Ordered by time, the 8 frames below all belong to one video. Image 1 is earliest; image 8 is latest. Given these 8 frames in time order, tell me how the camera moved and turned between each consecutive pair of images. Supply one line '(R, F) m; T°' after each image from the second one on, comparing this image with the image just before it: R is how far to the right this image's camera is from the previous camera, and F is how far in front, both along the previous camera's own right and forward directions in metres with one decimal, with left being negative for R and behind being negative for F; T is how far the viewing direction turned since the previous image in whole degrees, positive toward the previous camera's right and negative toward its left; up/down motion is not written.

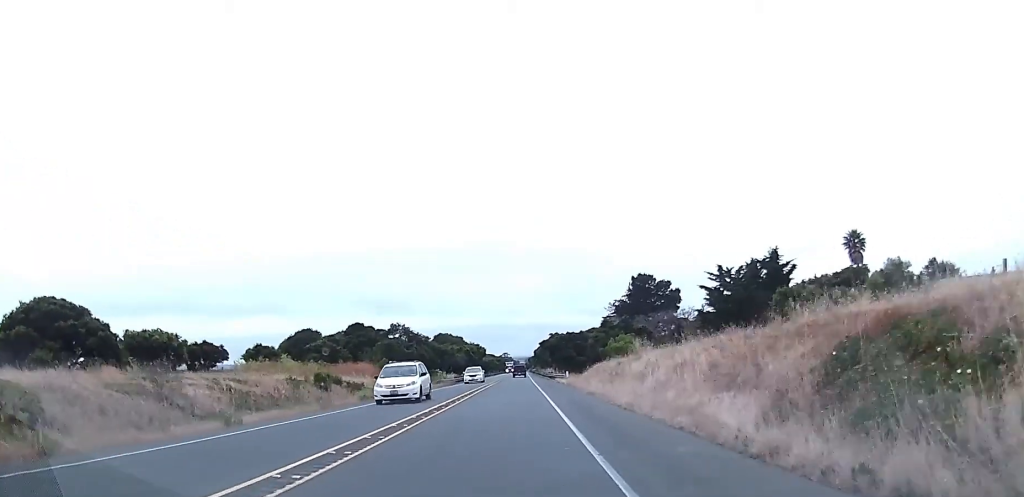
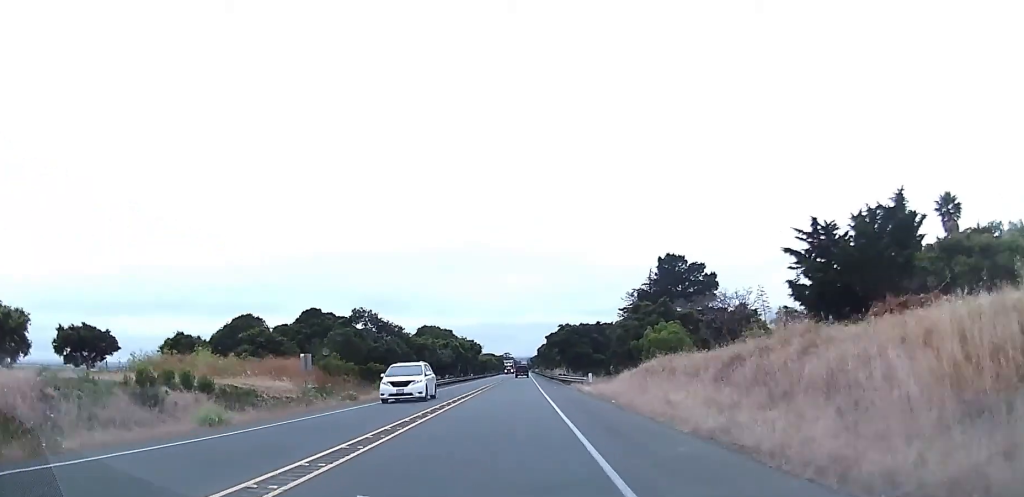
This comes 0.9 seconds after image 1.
(-0.2, +22.9) m; 0°
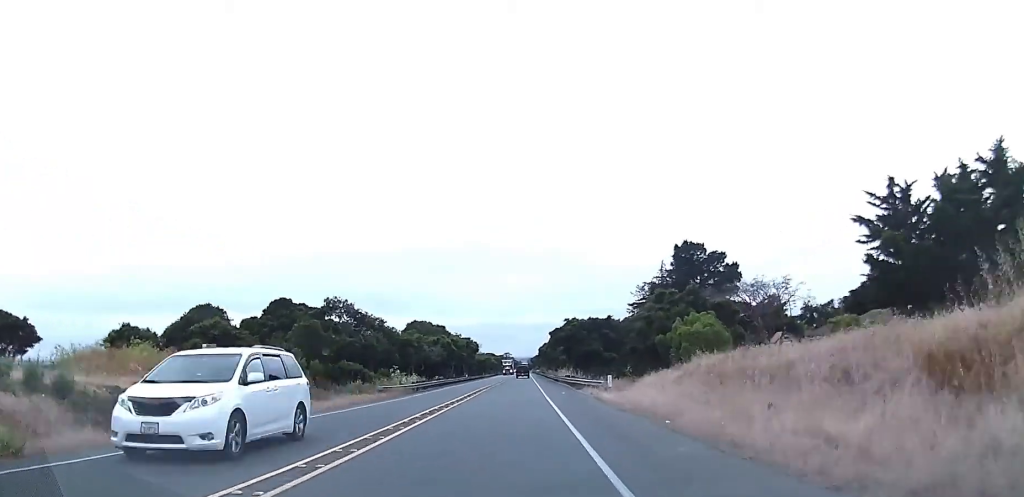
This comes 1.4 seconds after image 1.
(+0.2, +10.7) m; 0°
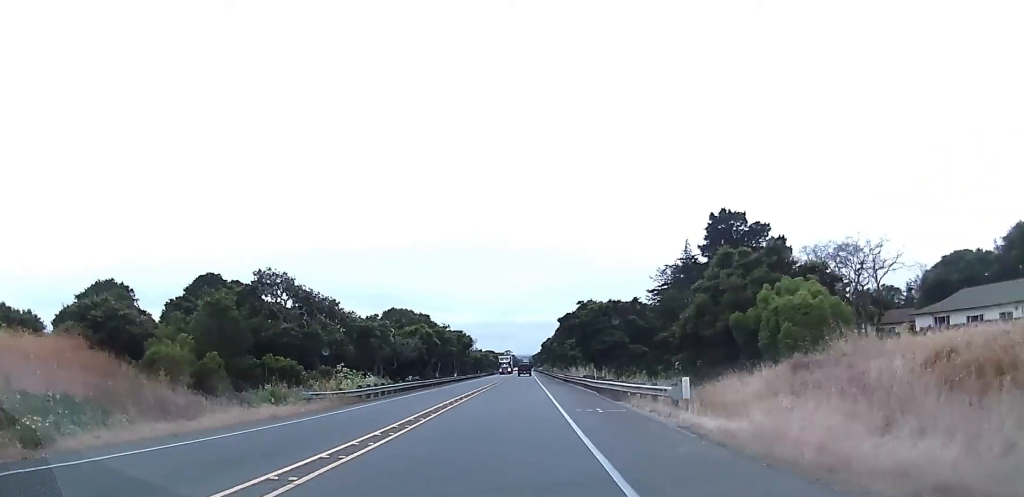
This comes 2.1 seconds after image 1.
(-0.1, +17.3) m; 0°
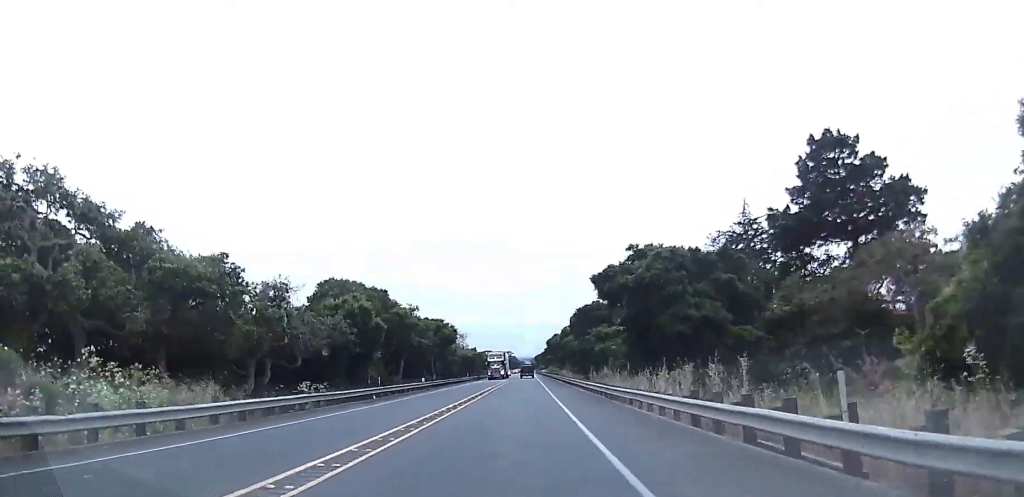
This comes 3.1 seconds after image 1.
(0.0, +26.6) m; 0°
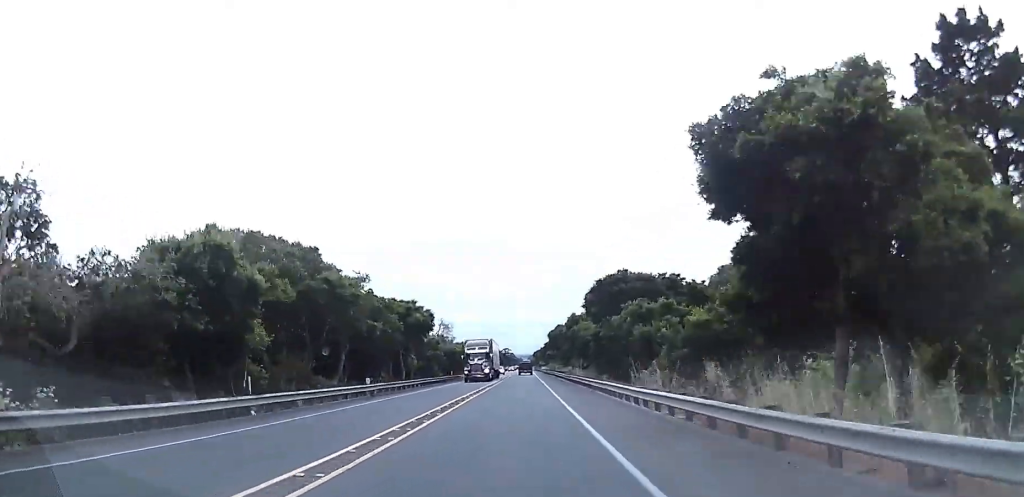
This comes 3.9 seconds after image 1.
(+0.2, +18.4) m; 0°
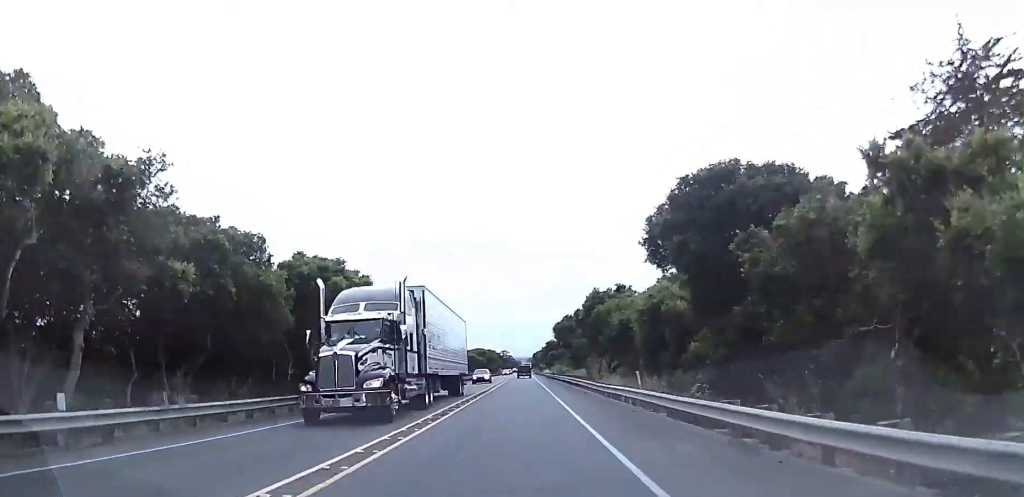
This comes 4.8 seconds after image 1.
(-0.4, +24.4) m; -1°
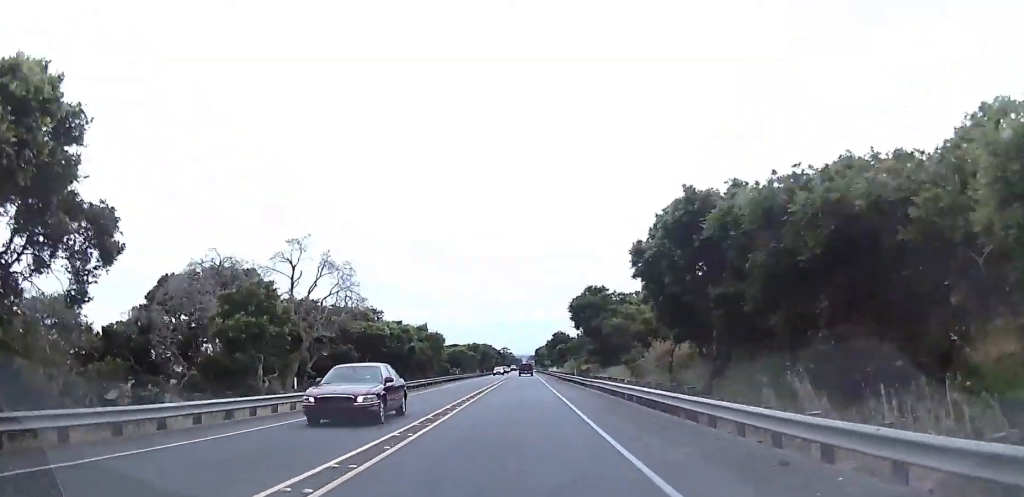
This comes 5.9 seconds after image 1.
(-0.1, +28.2) m; 0°
